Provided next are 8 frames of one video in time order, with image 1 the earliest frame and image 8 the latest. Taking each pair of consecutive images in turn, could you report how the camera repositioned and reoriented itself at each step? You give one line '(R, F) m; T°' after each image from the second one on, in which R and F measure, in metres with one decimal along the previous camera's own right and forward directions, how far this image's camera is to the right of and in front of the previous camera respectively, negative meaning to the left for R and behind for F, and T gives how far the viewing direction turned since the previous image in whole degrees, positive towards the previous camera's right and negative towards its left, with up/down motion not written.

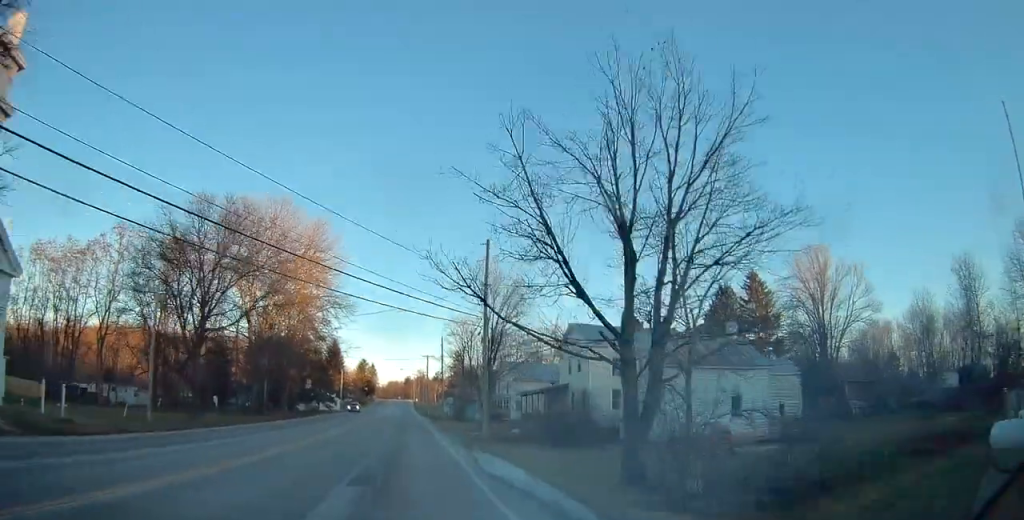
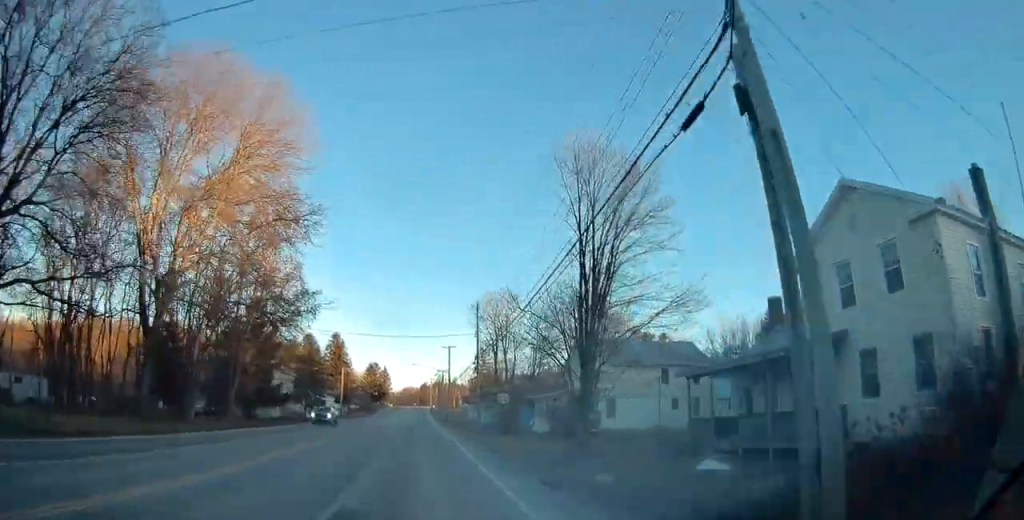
(-0.5, +27.3) m; -2°
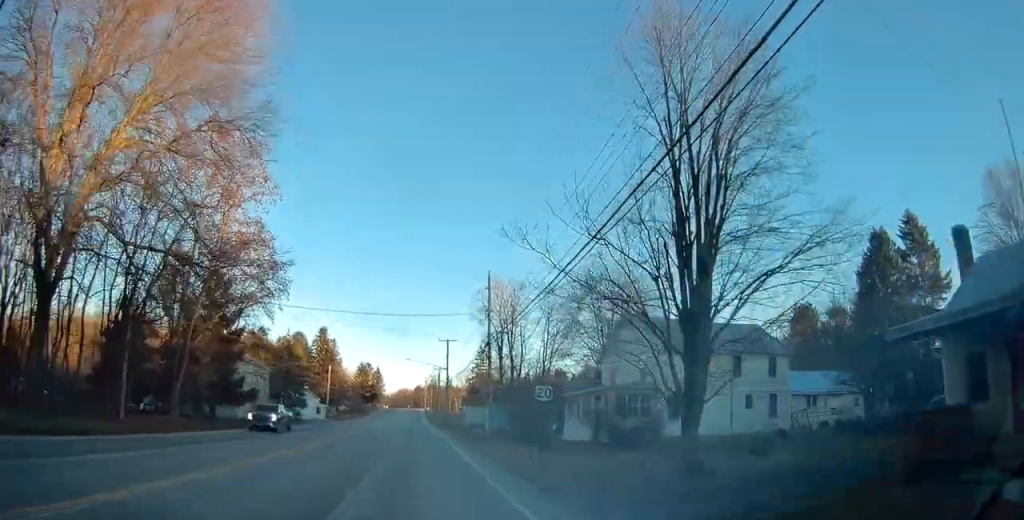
(-0.1, +10.7) m; -1°
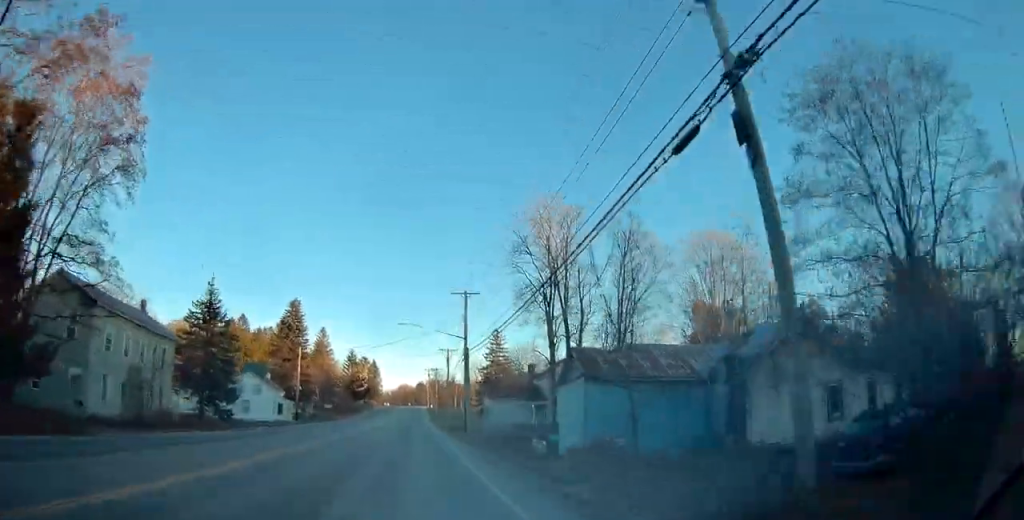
(+0.2, +28.5) m; +1°
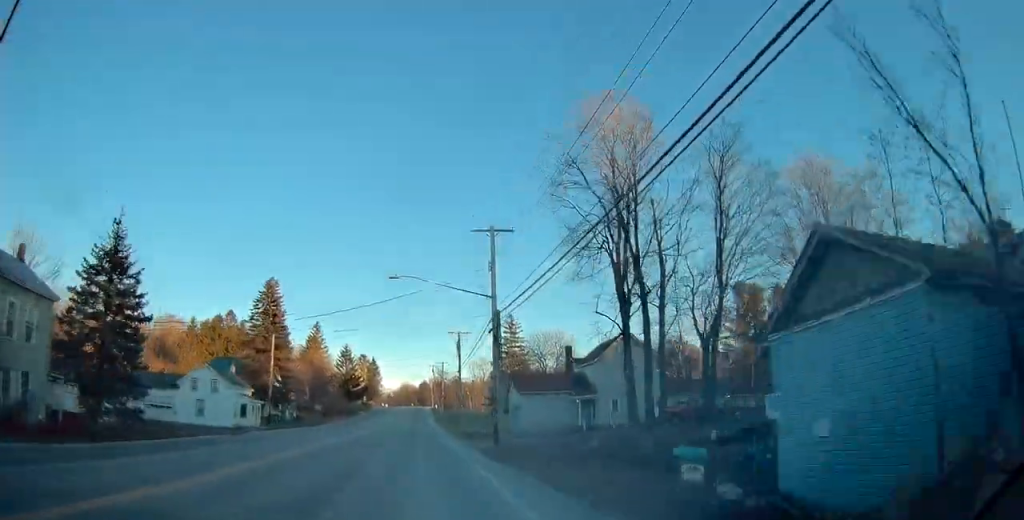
(+0.1, +16.6) m; 0°
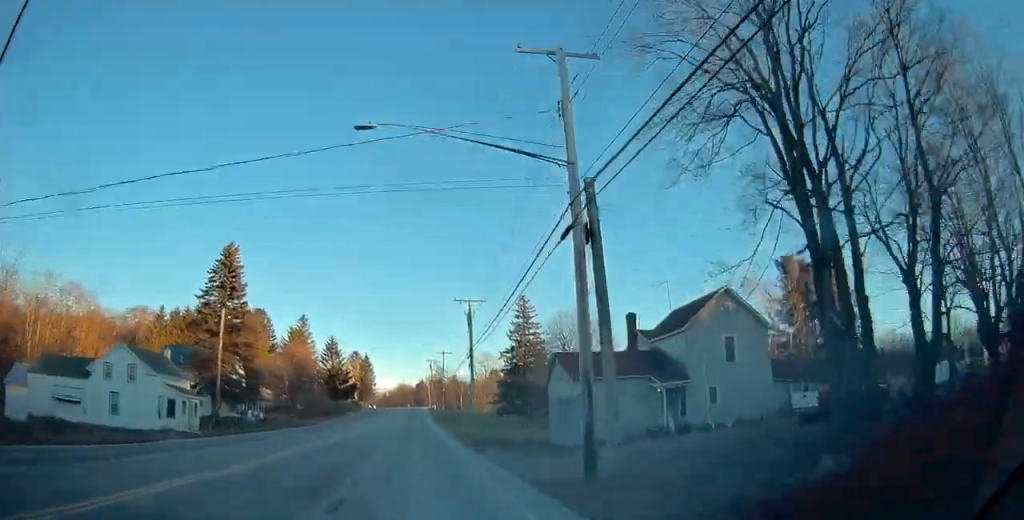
(0.0, +16.5) m; -1°
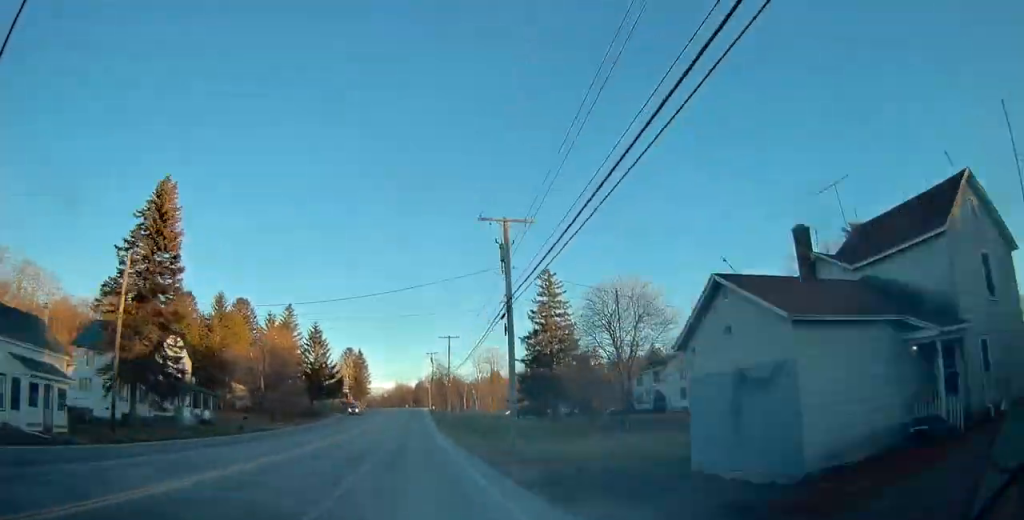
(-0.3, +17.8) m; 0°
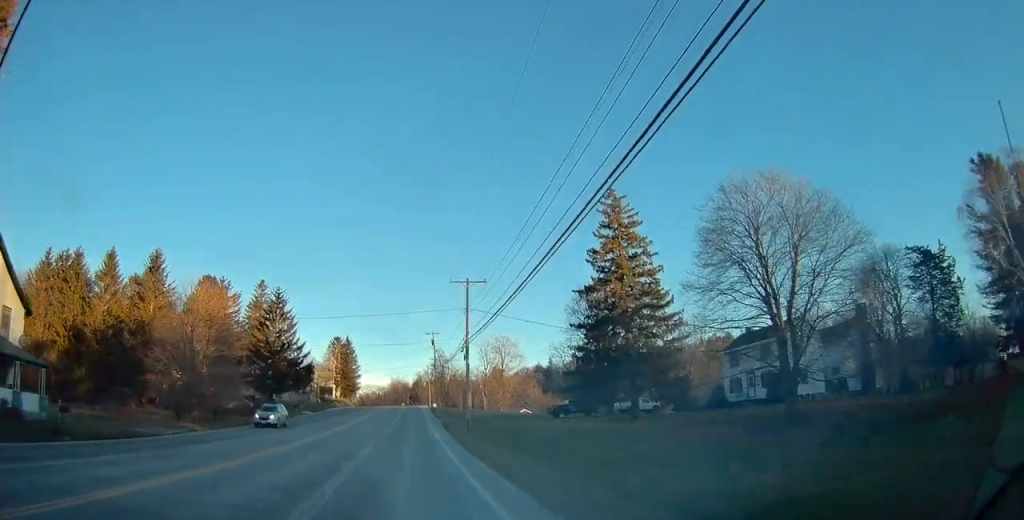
(+0.3, +26.1) m; +1°
